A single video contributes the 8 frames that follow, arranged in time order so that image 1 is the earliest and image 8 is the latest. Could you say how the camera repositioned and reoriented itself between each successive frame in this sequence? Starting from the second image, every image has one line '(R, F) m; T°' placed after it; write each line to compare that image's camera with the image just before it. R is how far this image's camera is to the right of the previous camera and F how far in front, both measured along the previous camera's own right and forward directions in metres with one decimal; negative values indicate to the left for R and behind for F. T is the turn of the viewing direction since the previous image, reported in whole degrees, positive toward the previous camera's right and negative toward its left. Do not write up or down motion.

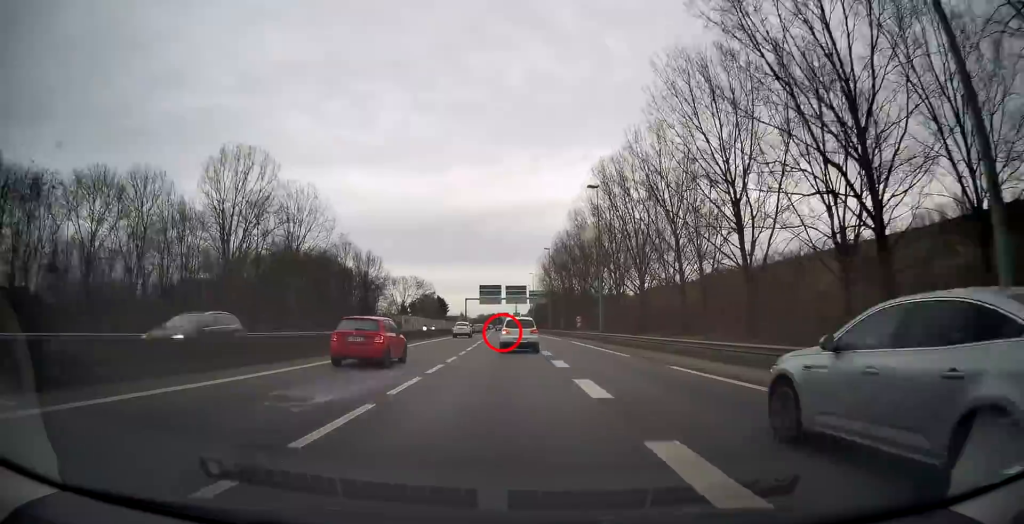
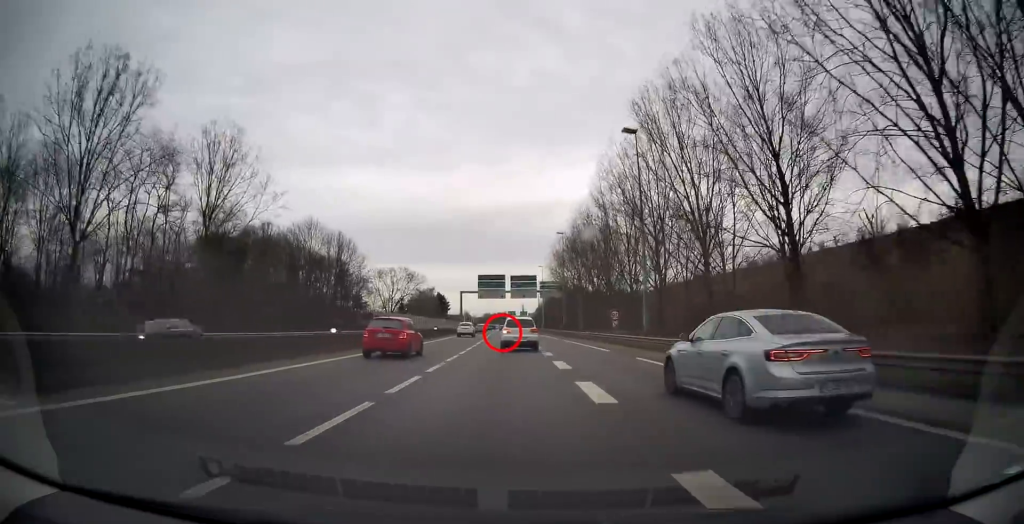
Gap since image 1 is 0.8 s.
(-0.1, +21.0) m; 0°
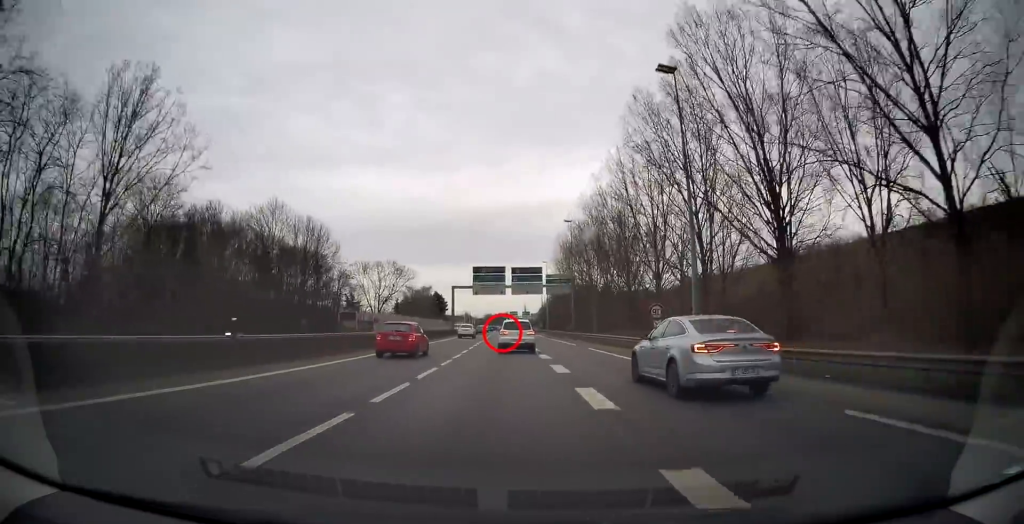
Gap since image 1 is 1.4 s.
(-0.1, +13.1) m; 0°
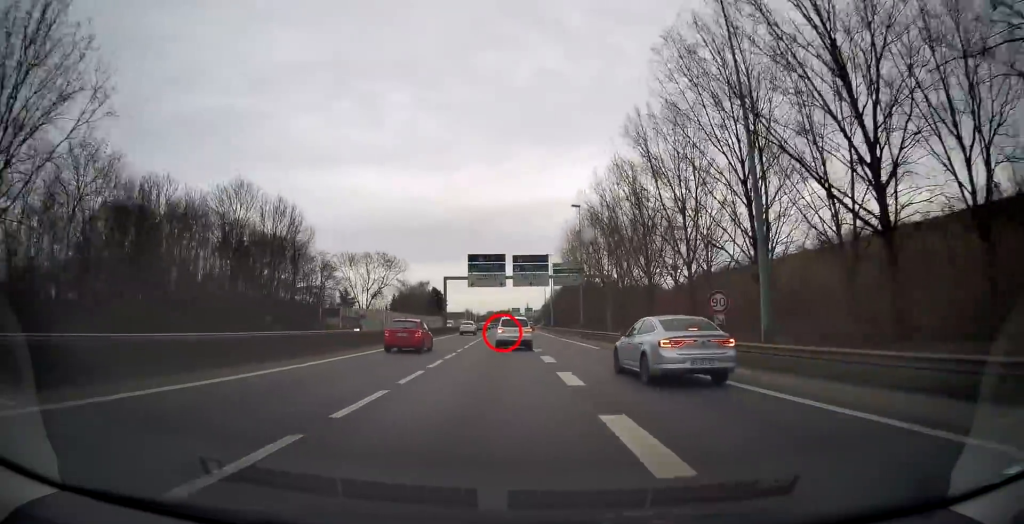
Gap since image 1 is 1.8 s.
(0.0, +10.1) m; 0°
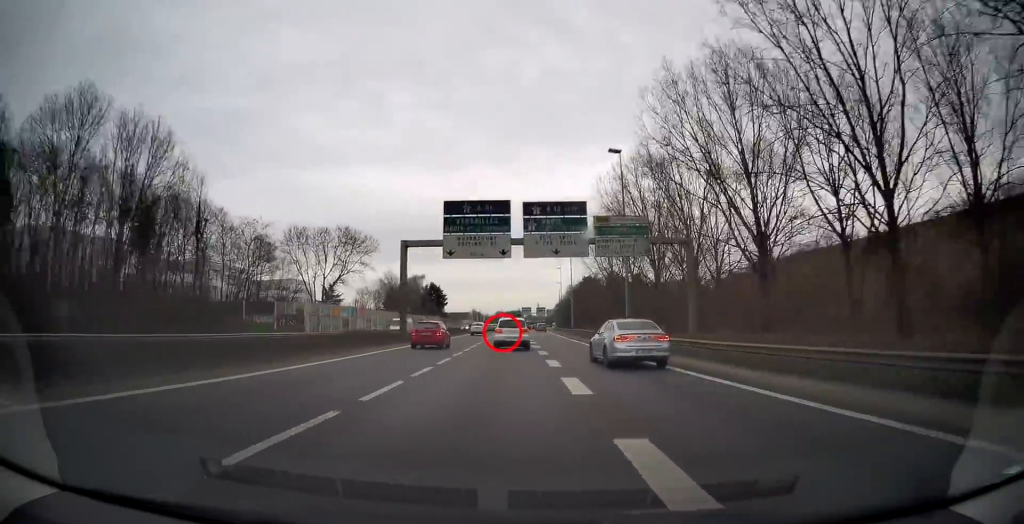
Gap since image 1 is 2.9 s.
(-0.3, +28.3) m; -1°
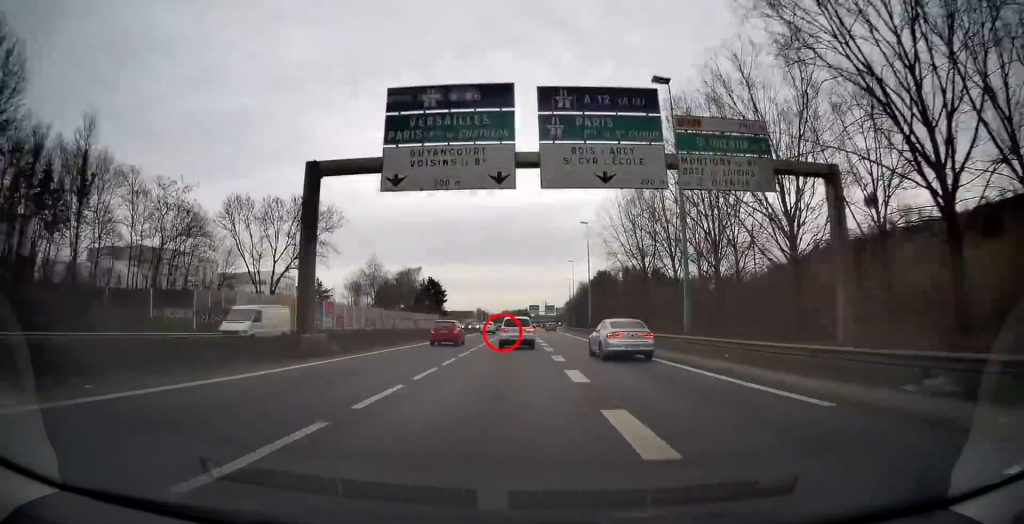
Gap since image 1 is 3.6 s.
(-0.2, +17.2) m; -1°
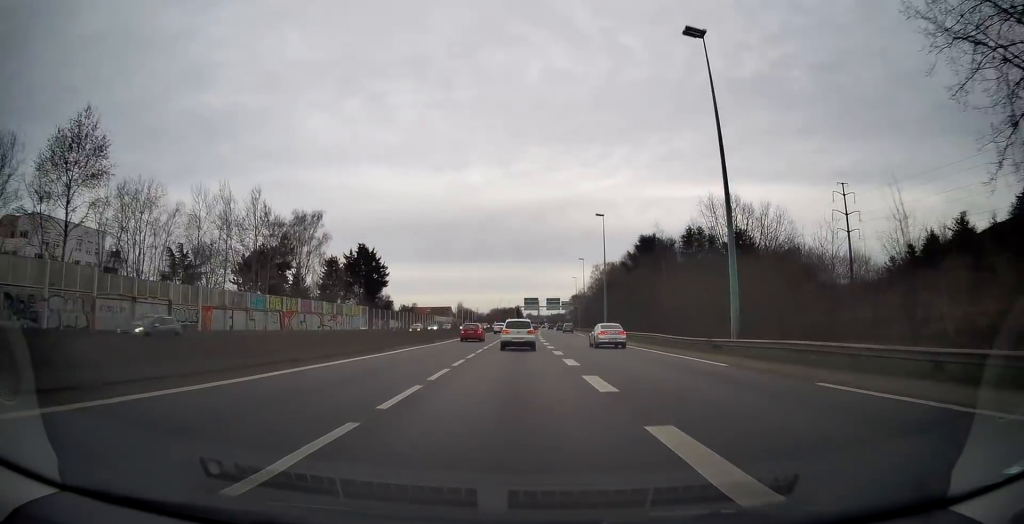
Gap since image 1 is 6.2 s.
(0.0, +67.2) m; 0°
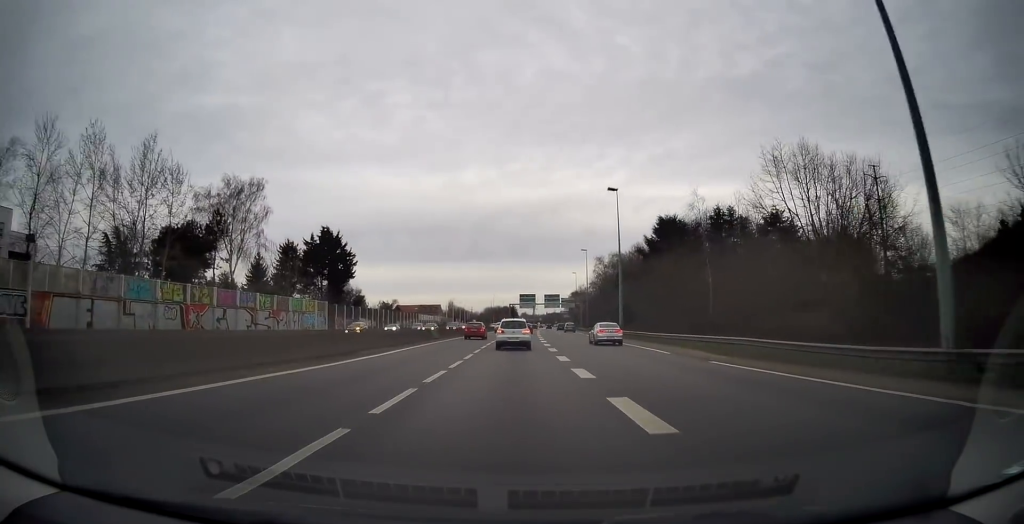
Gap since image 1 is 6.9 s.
(-0.1, +17.4) m; +1°
